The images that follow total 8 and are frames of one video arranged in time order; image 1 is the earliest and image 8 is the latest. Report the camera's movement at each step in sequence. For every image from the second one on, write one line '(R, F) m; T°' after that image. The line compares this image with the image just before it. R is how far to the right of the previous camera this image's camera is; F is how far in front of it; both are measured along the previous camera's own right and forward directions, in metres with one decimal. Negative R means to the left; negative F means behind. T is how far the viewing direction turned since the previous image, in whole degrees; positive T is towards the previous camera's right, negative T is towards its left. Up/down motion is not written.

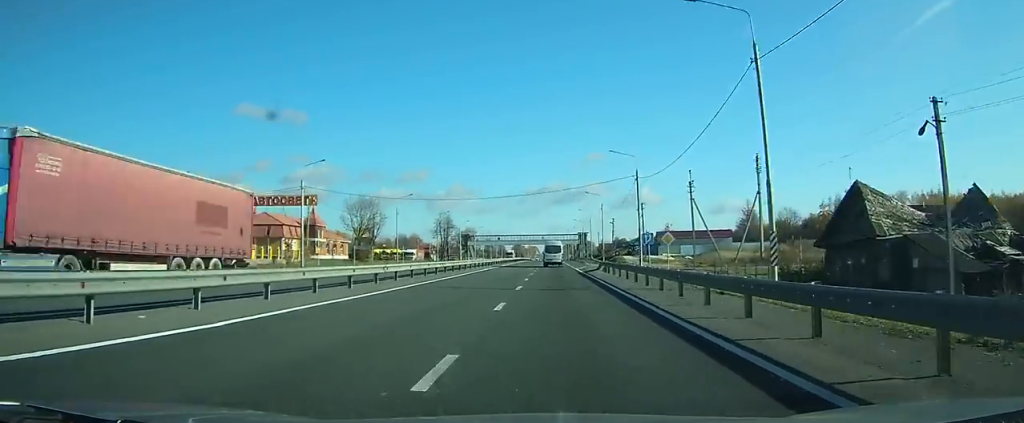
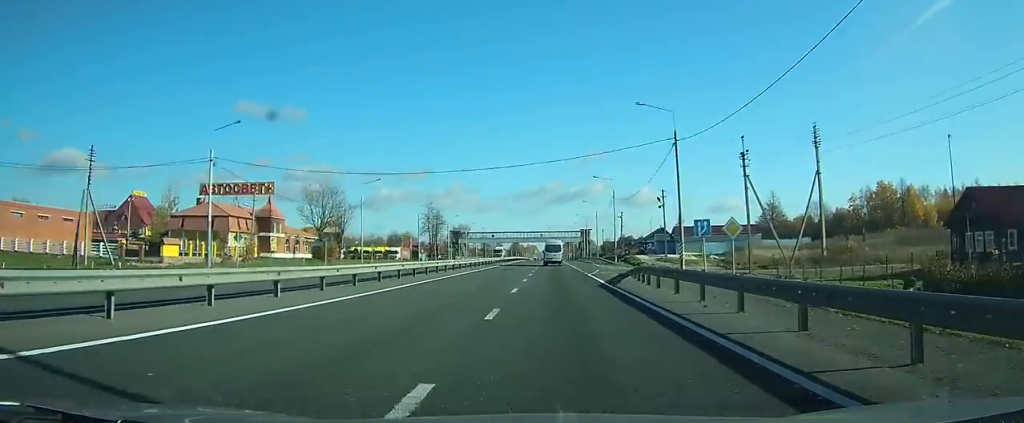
(0.0, +17.6) m; 0°
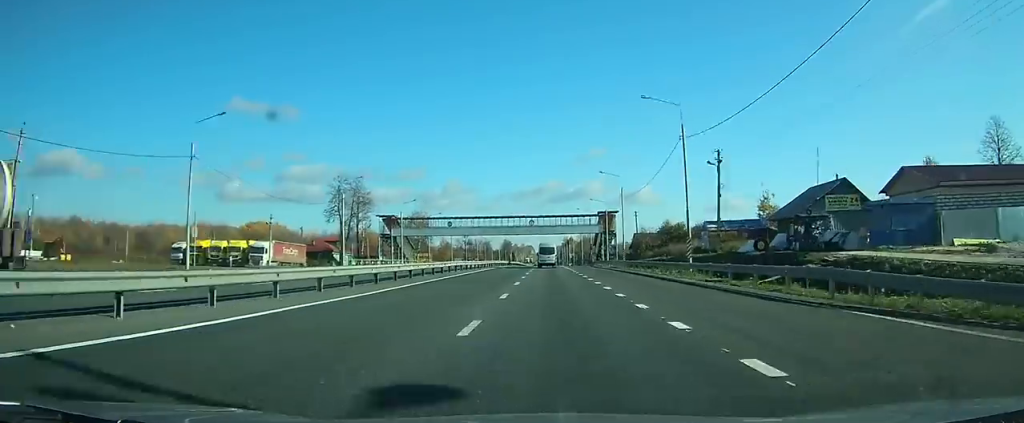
(0.0, +69.7) m; 0°
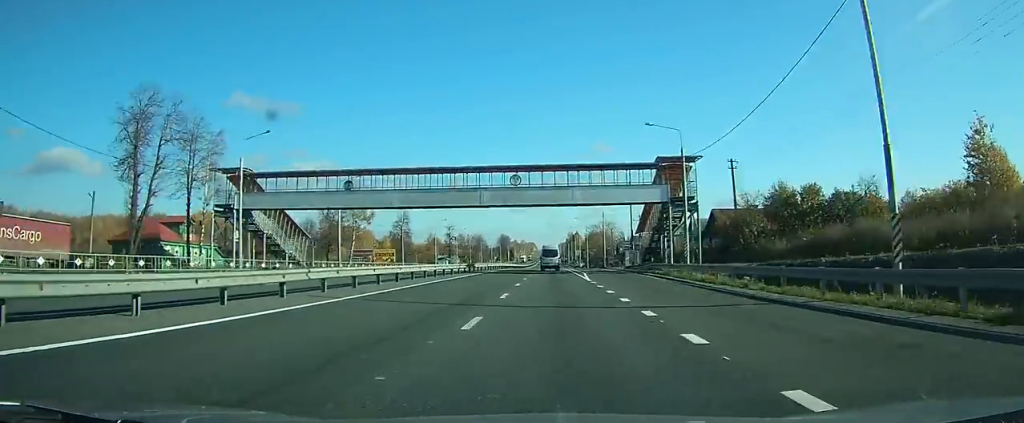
(+0.1, +53.4) m; 0°
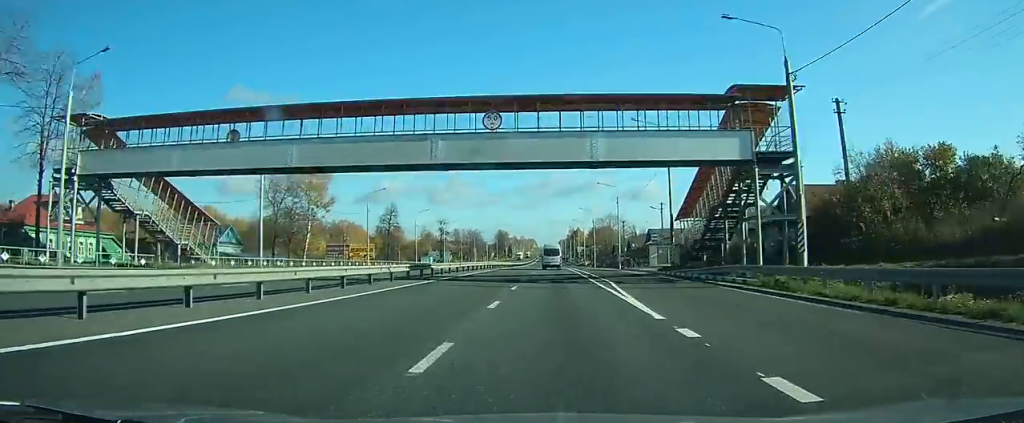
(0.0, +19.3) m; 0°
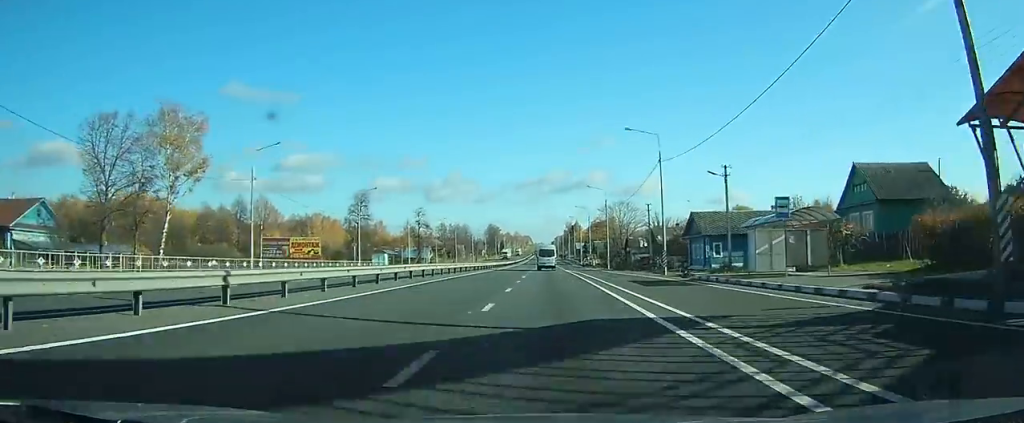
(0.0, +33.1) m; 0°
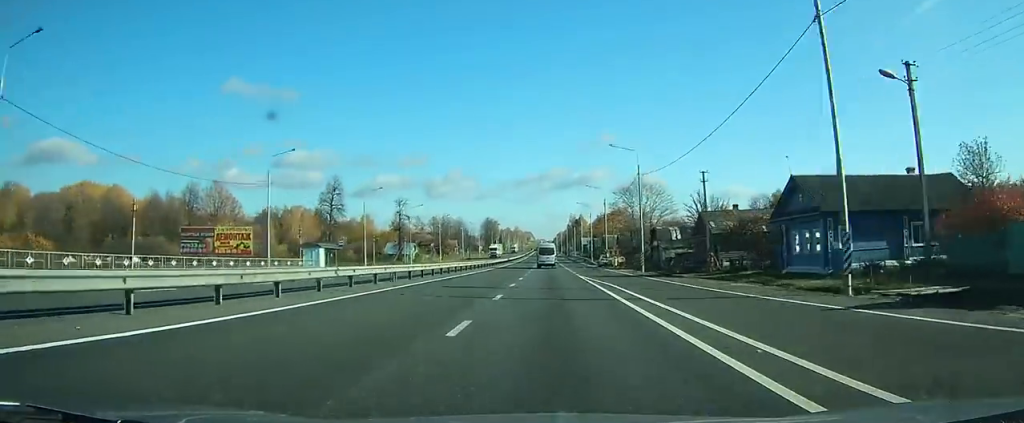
(0.0, +28.5) m; 0°
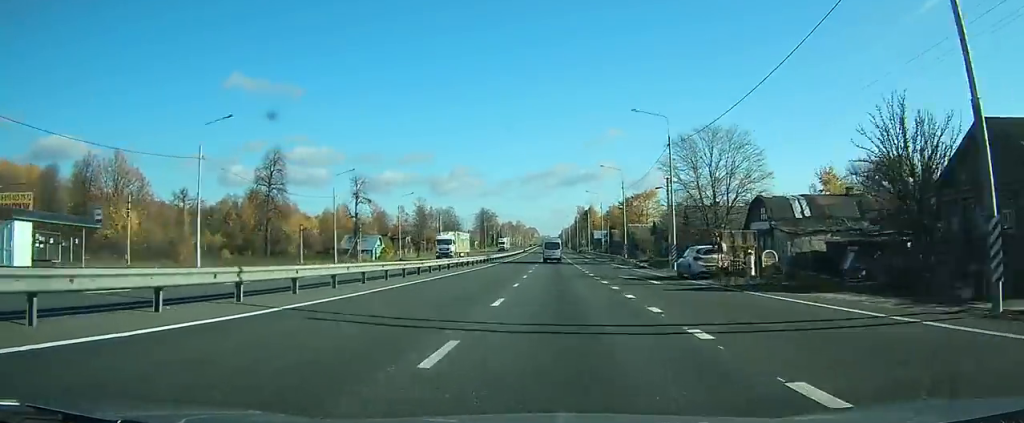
(0.0, +41.1) m; 0°
